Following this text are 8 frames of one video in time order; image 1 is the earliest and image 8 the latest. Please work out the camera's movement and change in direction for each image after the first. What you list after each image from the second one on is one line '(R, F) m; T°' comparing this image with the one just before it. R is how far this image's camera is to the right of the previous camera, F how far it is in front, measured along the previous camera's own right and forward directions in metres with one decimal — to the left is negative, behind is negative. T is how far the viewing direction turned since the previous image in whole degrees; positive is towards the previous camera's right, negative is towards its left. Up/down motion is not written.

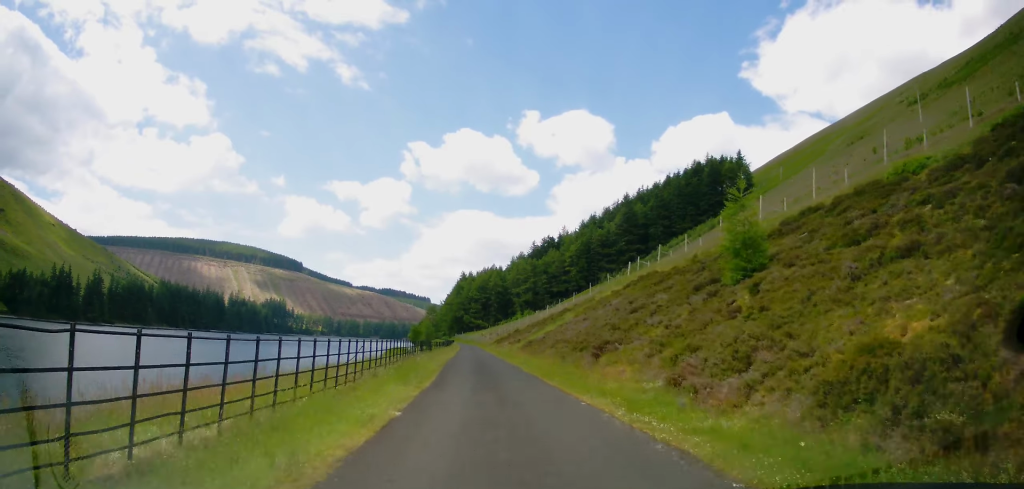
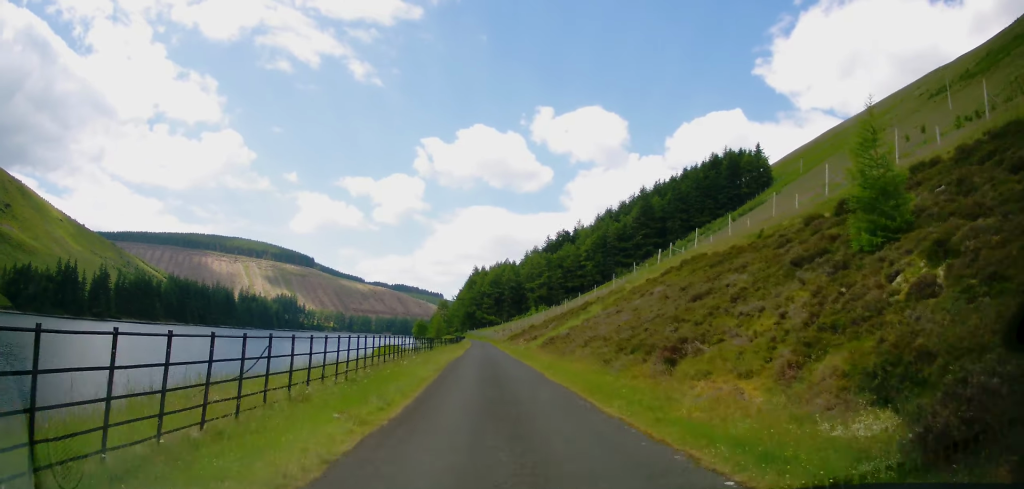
(-0.3, +6.9) m; -2°
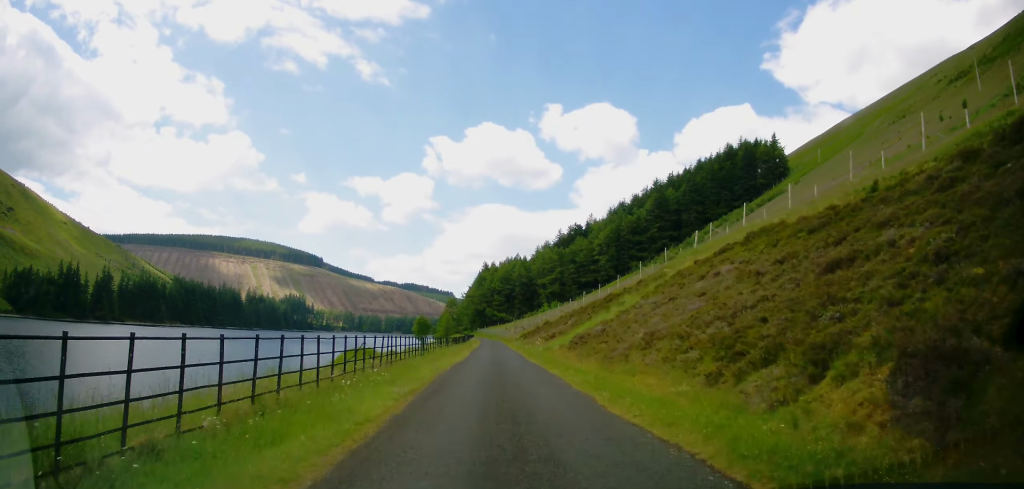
(-0.1, +7.9) m; -2°
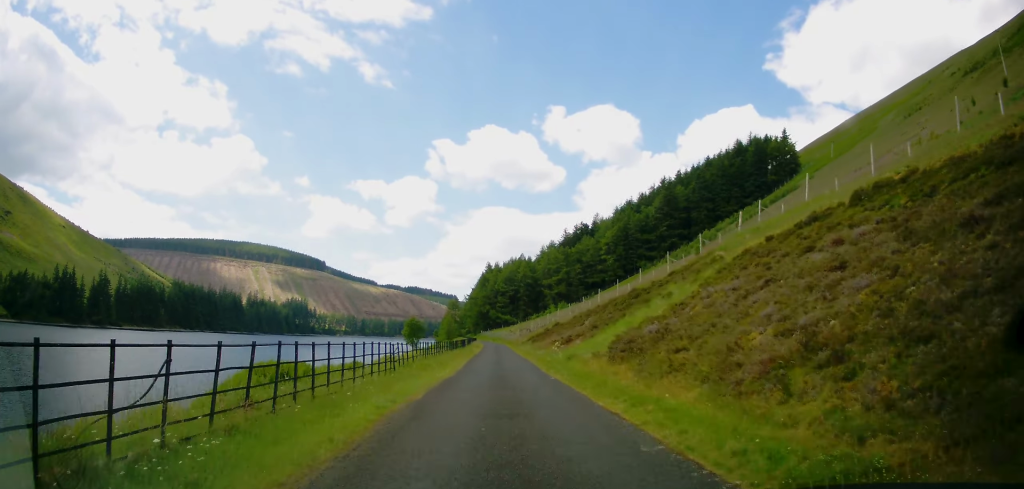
(-0.3, +8.6) m; 0°
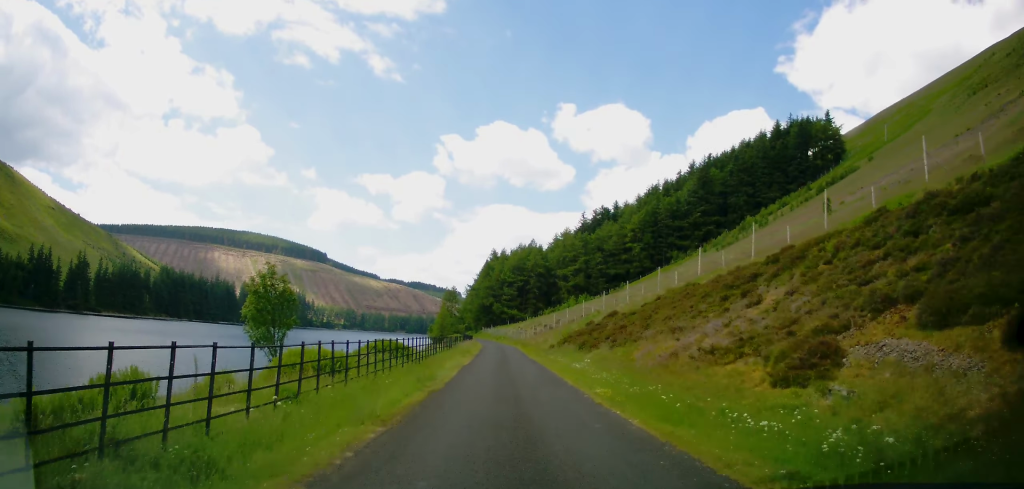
(-0.1, +32.2) m; -1°
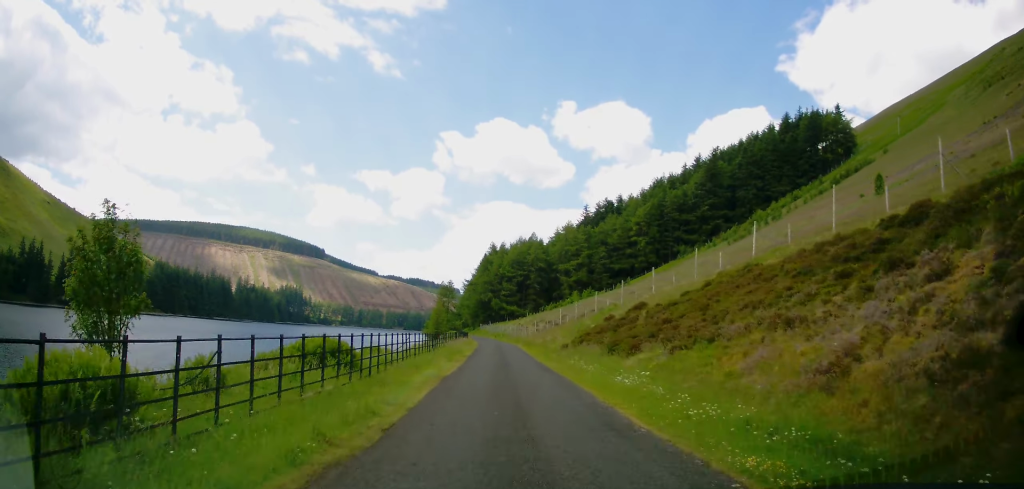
(-0.1, +8.0) m; 0°
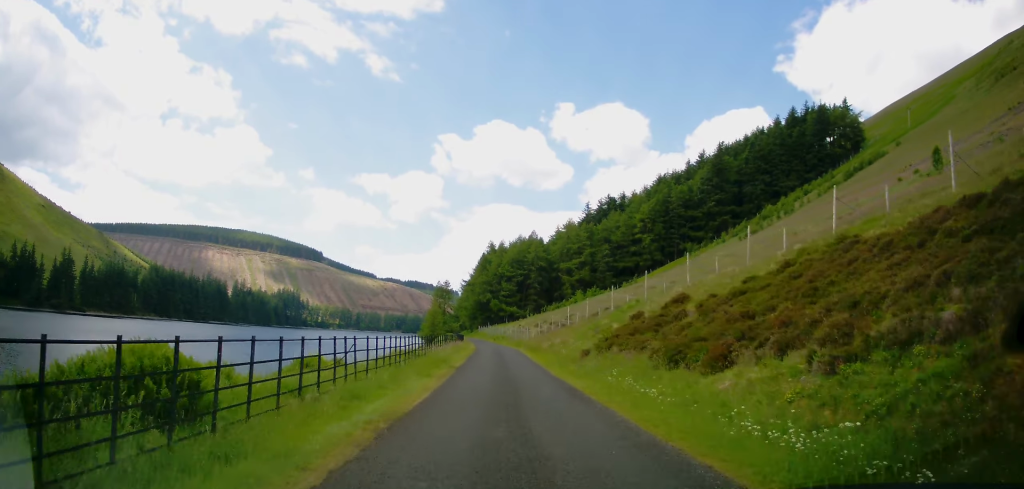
(0.0, +7.5) m; +1°
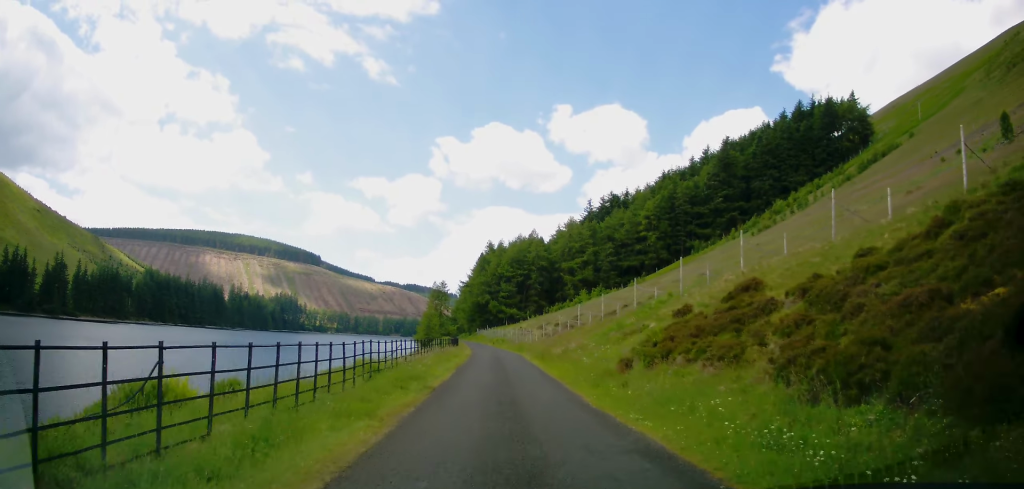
(-0.1, +7.5) m; +1°
